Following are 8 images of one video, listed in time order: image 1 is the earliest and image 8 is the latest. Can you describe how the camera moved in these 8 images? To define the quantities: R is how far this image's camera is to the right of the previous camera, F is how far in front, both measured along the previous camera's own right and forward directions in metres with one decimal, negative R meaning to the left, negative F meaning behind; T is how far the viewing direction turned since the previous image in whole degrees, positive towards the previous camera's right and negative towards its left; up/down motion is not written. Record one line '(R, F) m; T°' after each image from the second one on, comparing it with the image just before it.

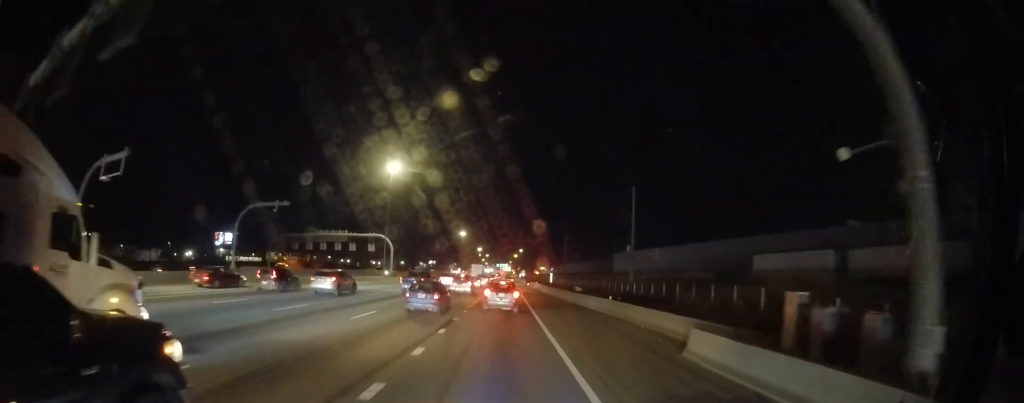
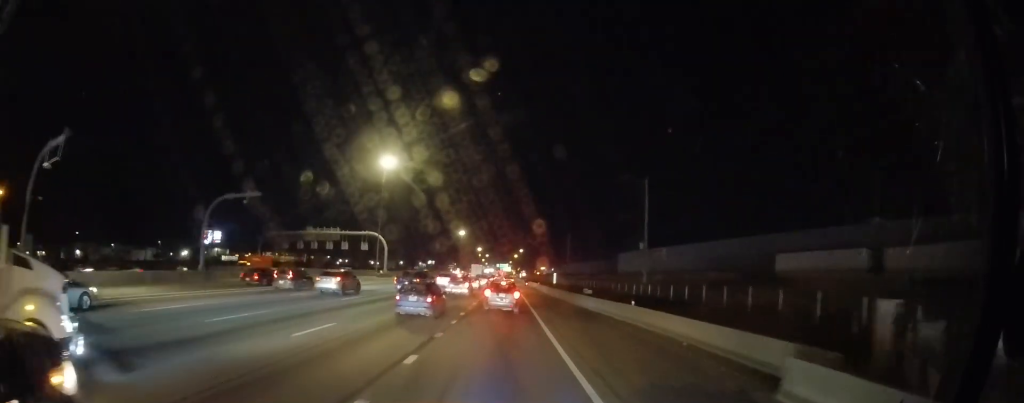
(0.0, +4.7) m; +2°
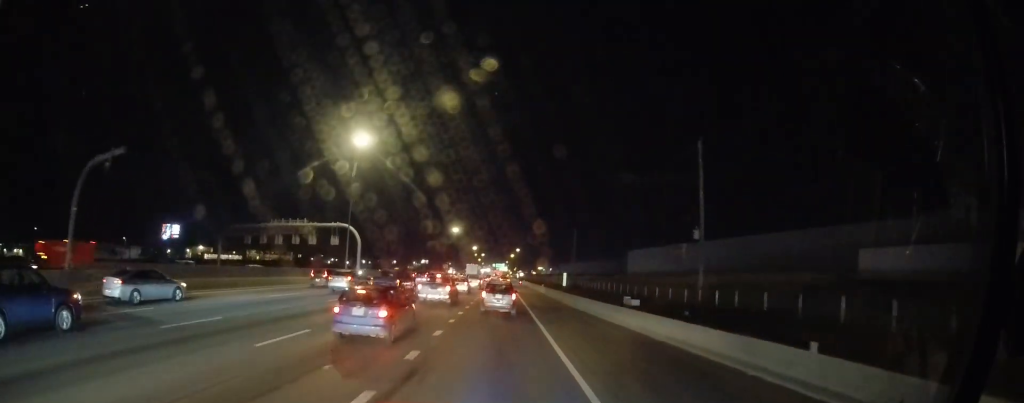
(+0.6, +14.2) m; +1°
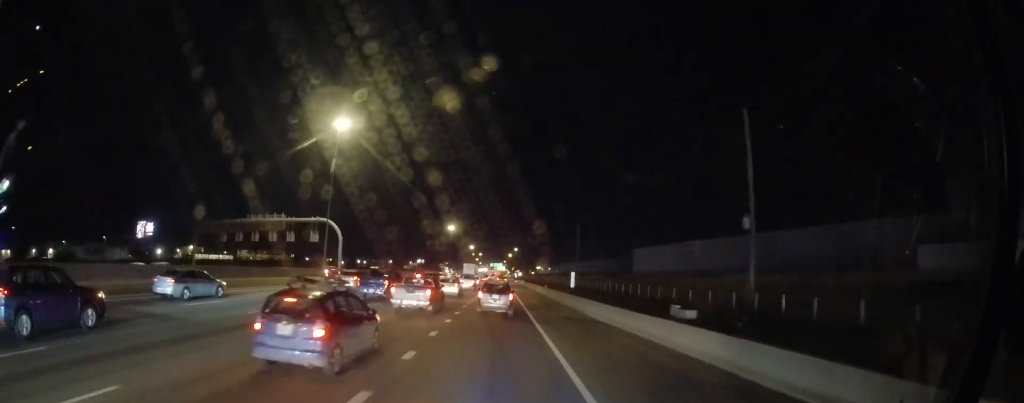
(-0.3, +7.5) m; -2°
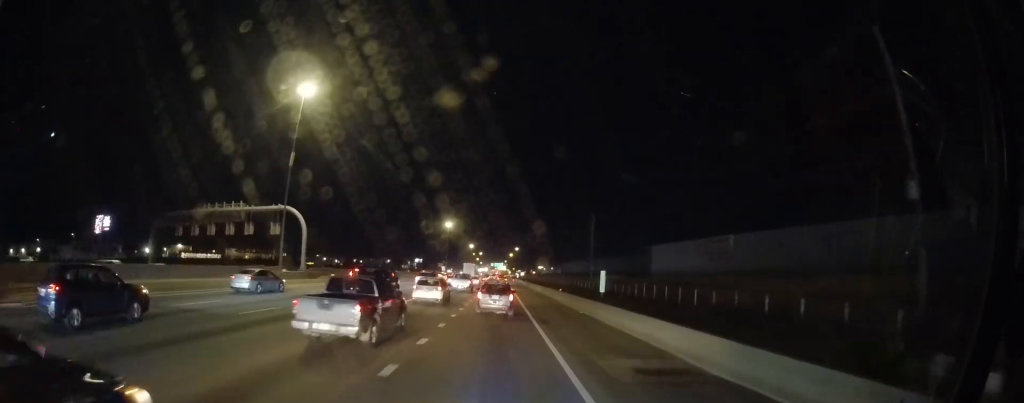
(0.0, +12.6) m; -1°
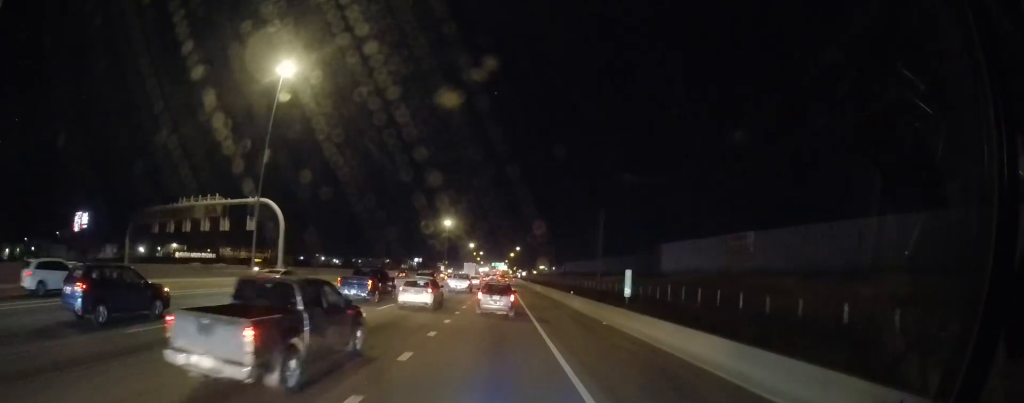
(-0.1, +6.2) m; 0°
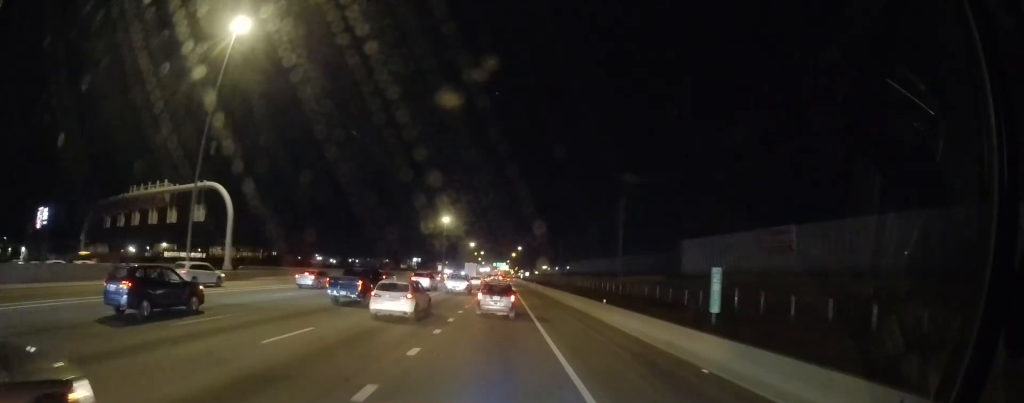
(0.0, +10.5) m; +1°
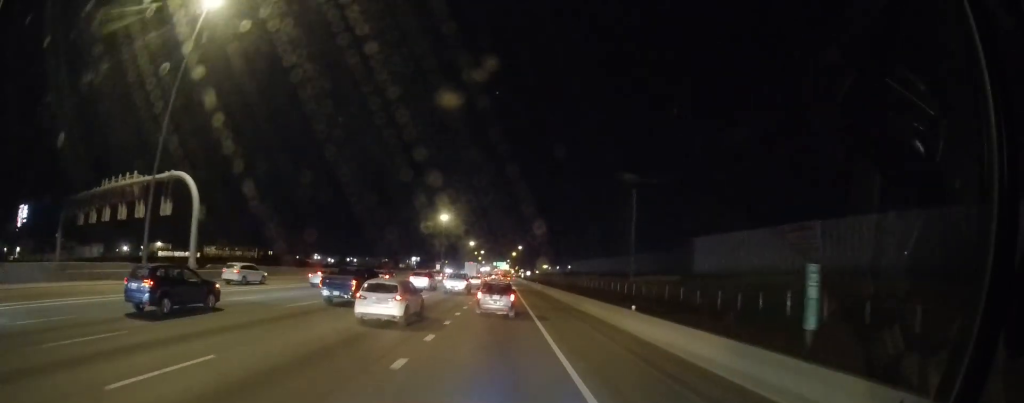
(0.0, +5.1) m; +1°
